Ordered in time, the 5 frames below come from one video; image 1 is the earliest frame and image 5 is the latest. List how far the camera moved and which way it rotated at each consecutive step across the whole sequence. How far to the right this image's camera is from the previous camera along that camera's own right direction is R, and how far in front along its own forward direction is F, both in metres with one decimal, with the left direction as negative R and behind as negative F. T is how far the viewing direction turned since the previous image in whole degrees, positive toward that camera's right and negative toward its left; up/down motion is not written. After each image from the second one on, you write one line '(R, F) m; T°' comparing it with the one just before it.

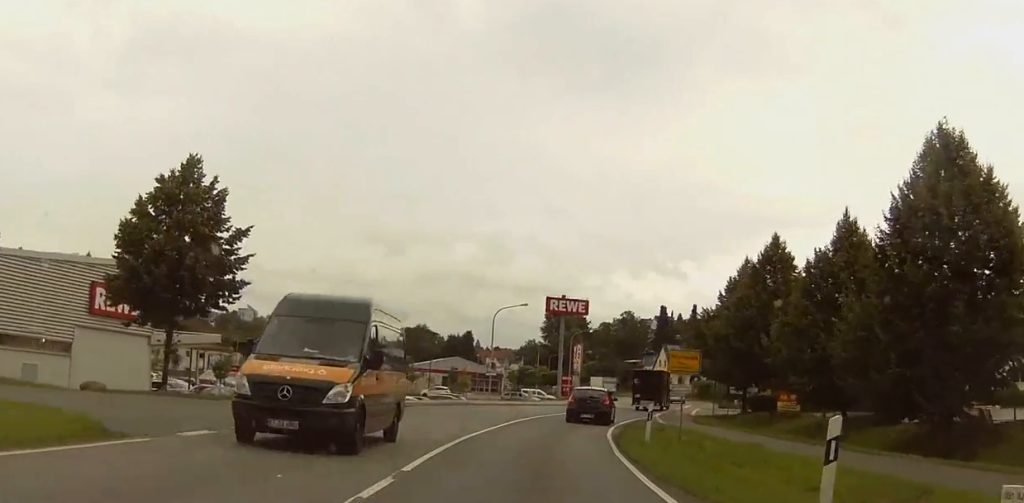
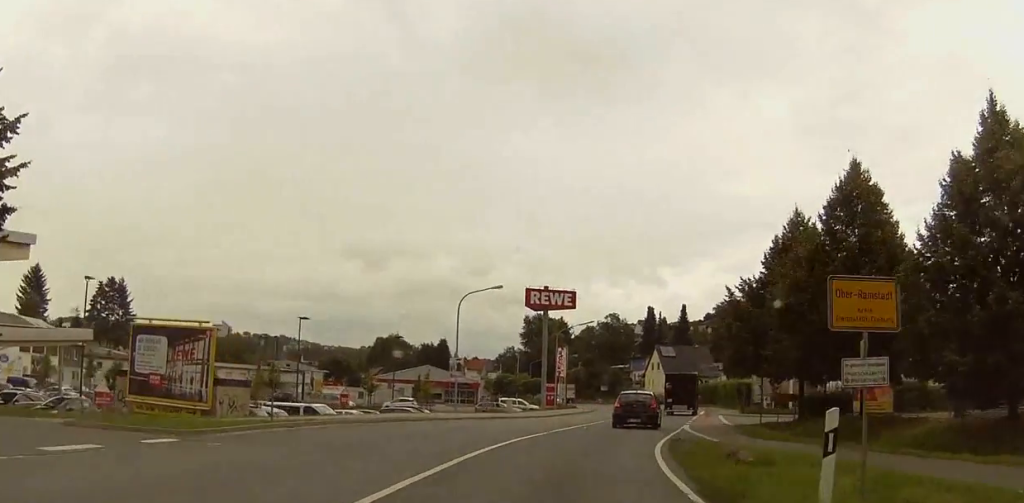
(+0.1, +15.4) m; -1°
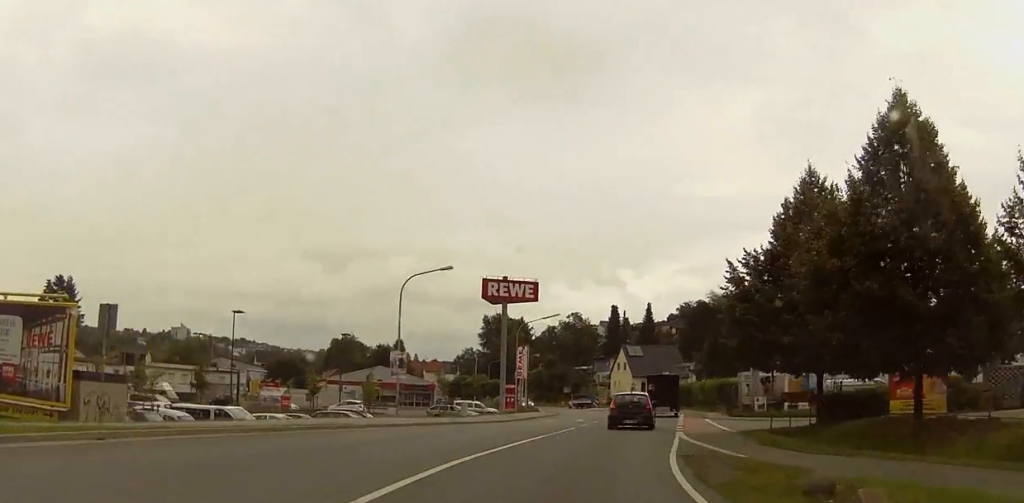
(-0.3, +8.1) m; 0°
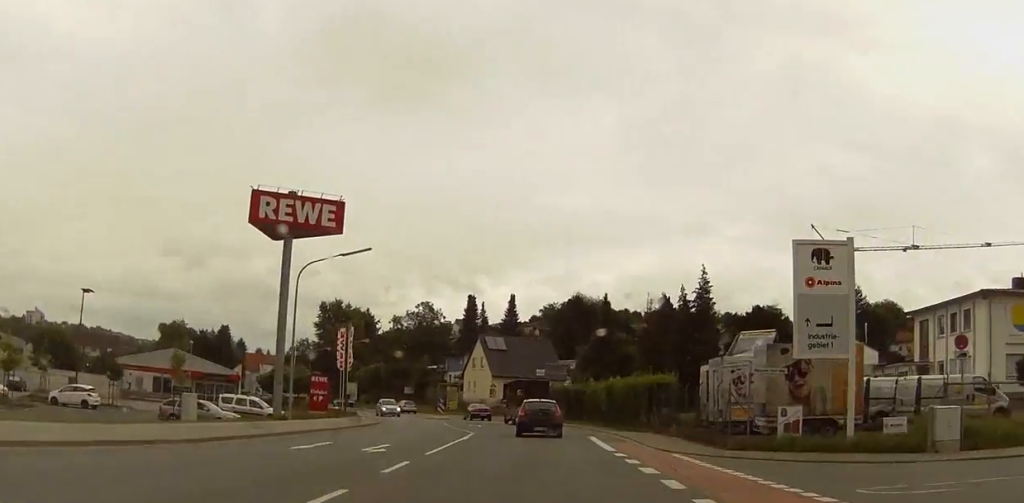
(+2.2, +33.2) m; +7°
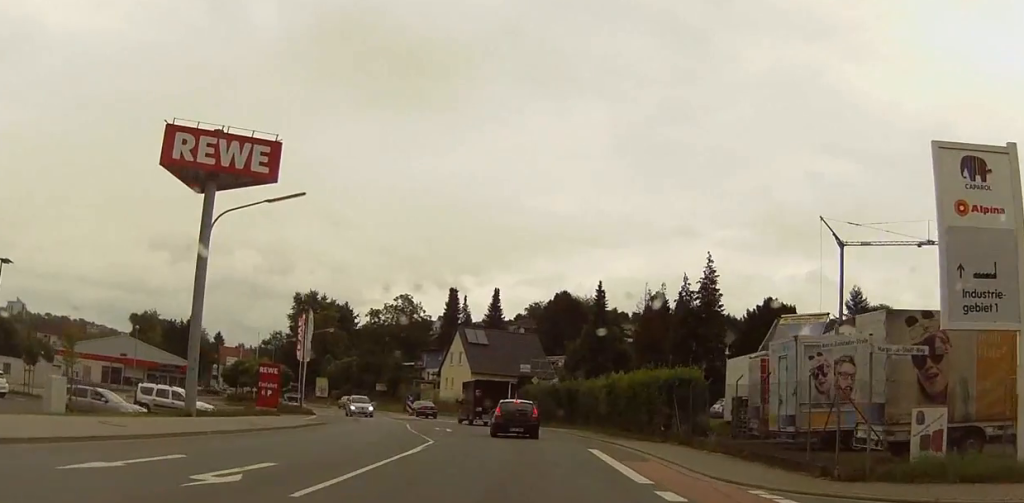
(+0.2, +11.6) m; +2°
